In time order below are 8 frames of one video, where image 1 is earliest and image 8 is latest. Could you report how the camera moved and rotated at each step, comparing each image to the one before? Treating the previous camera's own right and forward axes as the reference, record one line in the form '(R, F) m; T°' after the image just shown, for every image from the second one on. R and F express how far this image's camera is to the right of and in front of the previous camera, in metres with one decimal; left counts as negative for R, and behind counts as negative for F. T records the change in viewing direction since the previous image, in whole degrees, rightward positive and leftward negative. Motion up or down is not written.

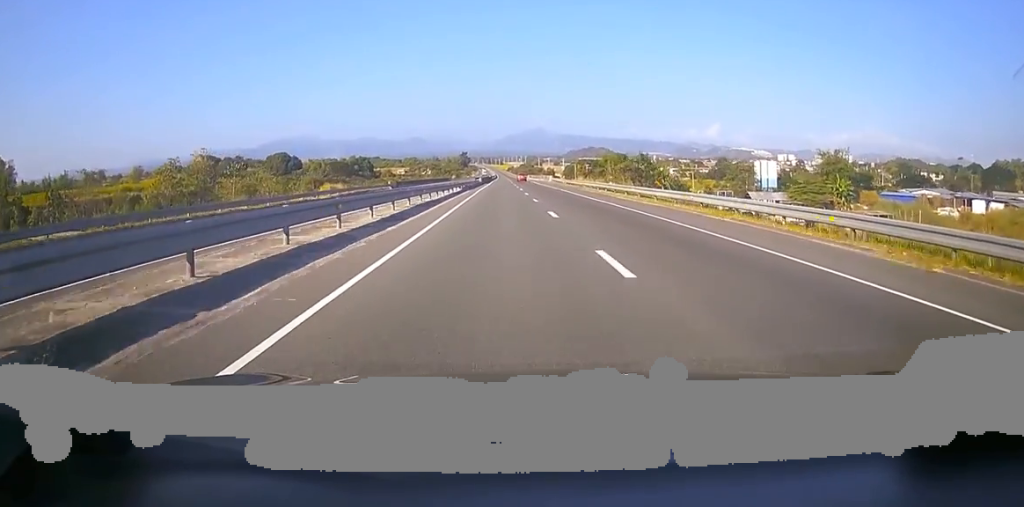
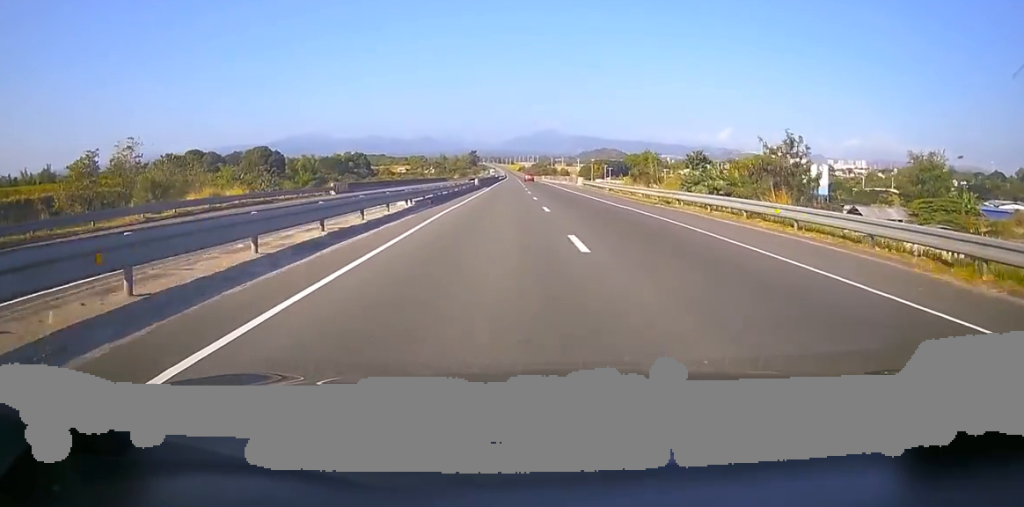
(+0.3, +31.7) m; 0°
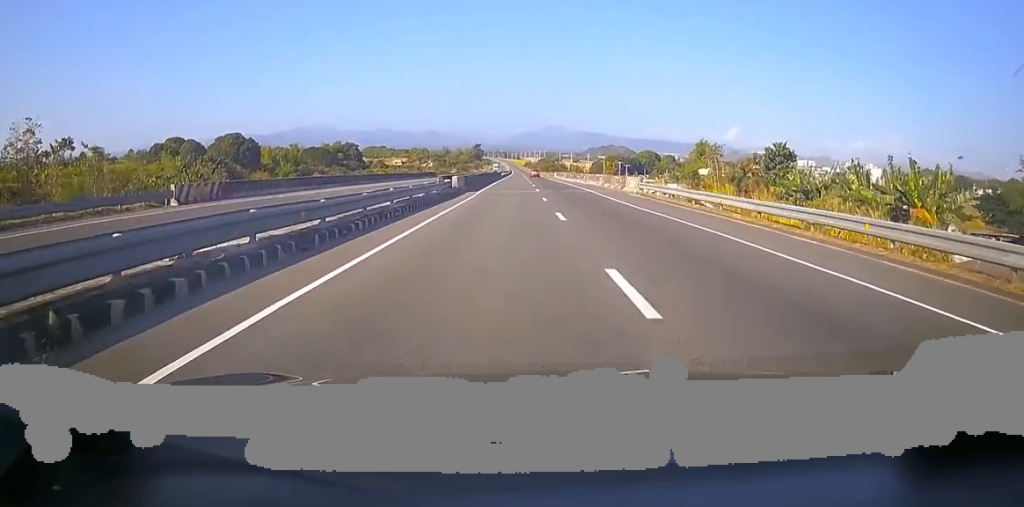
(-0.3, +29.4) m; -2°
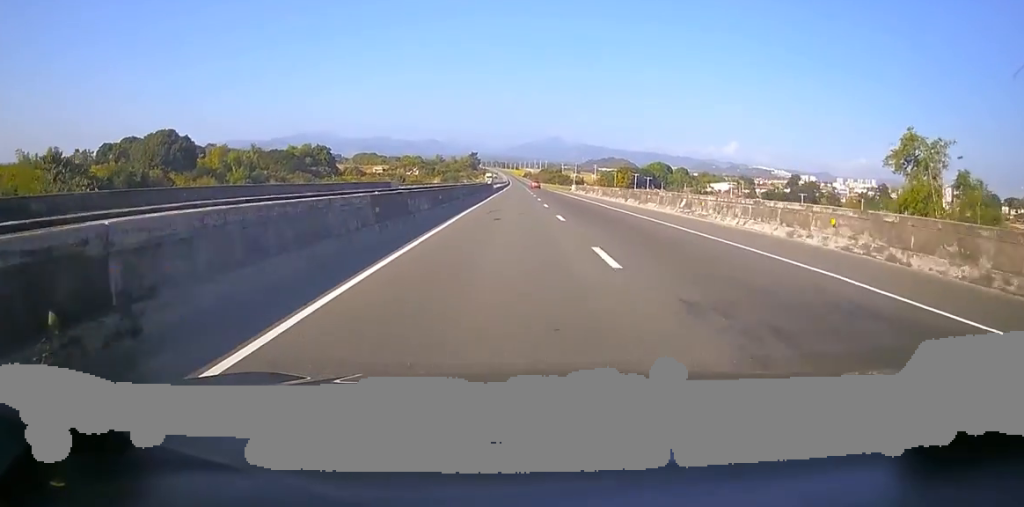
(-1.2, +43.4) m; -1°
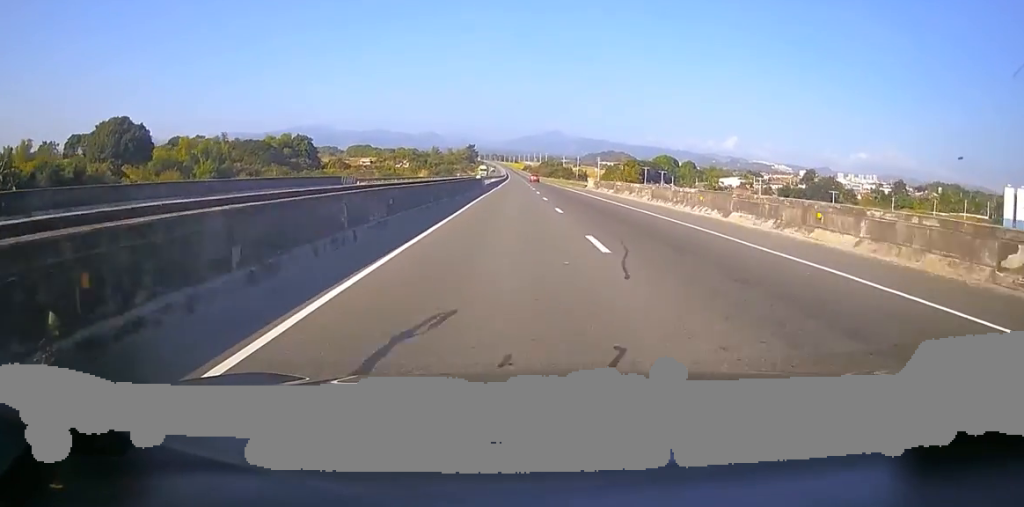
(+0.4, +22.9) m; 0°
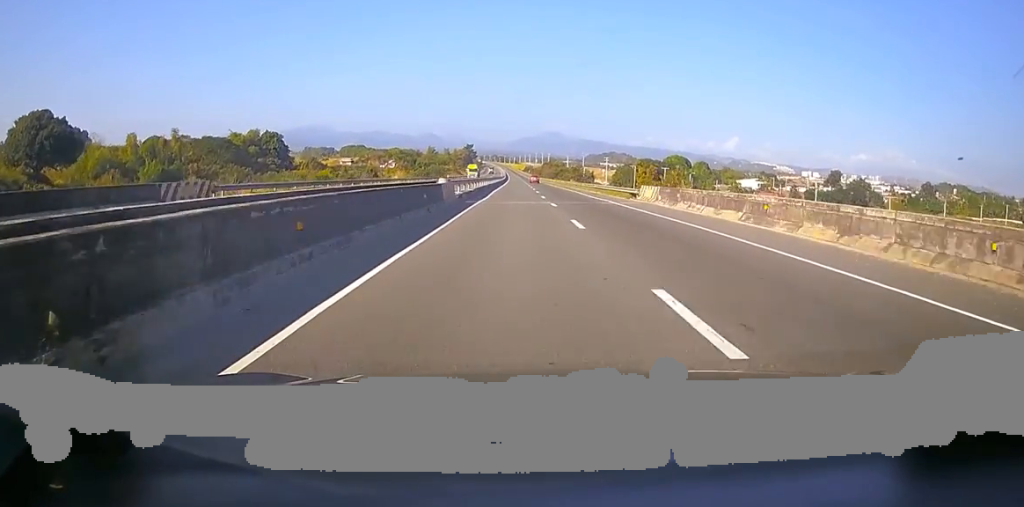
(-0.1, +31.0) m; +2°
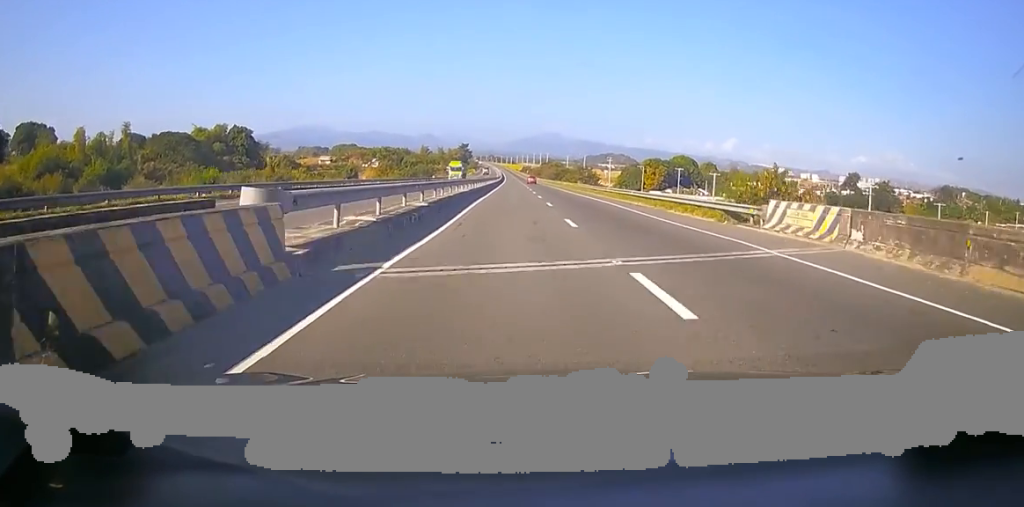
(+0.7, +22.6) m; 0°
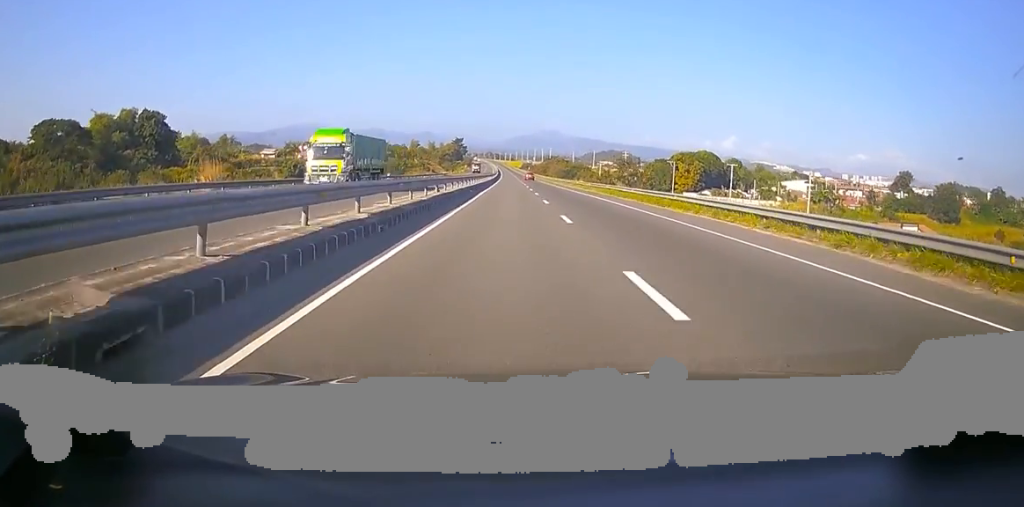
(-0.9, +48.5) m; -3°
